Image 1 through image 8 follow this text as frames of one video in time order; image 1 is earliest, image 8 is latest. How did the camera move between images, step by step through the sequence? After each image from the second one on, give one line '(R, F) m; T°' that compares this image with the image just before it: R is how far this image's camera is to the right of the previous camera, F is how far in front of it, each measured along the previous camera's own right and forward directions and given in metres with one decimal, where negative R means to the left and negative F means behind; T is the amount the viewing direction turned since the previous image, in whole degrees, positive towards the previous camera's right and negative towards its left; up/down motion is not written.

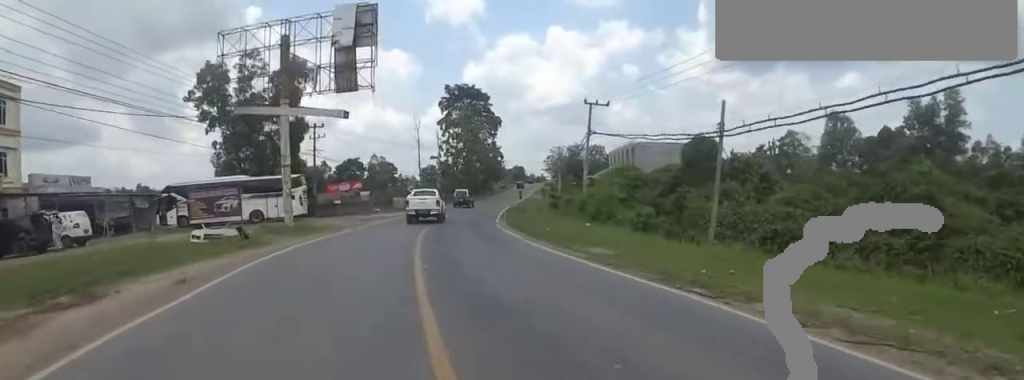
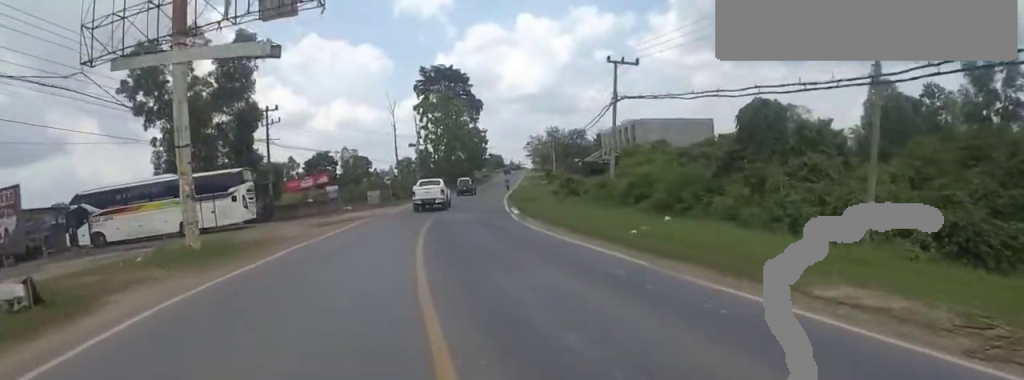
(+0.4, +7.7) m; +8°
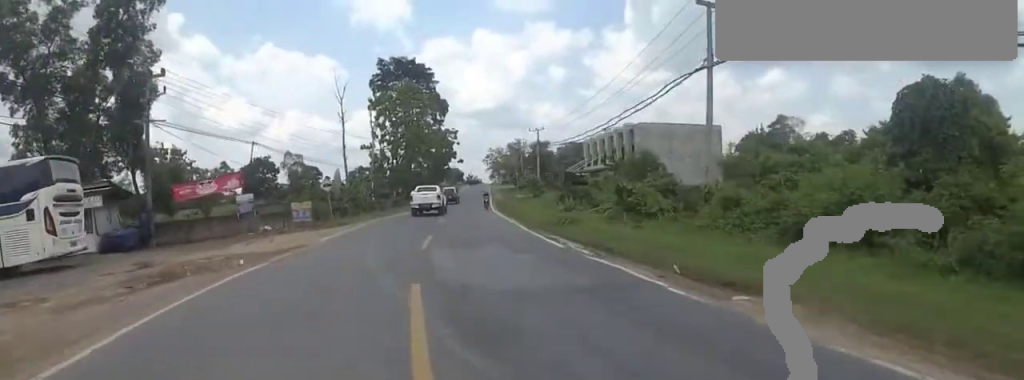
(+1.7, +13.0) m; +8°
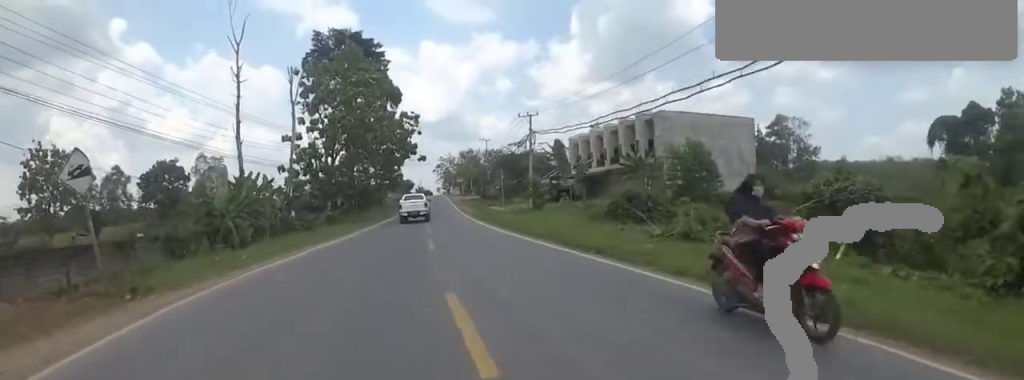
(-0.4, +18.6) m; -7°
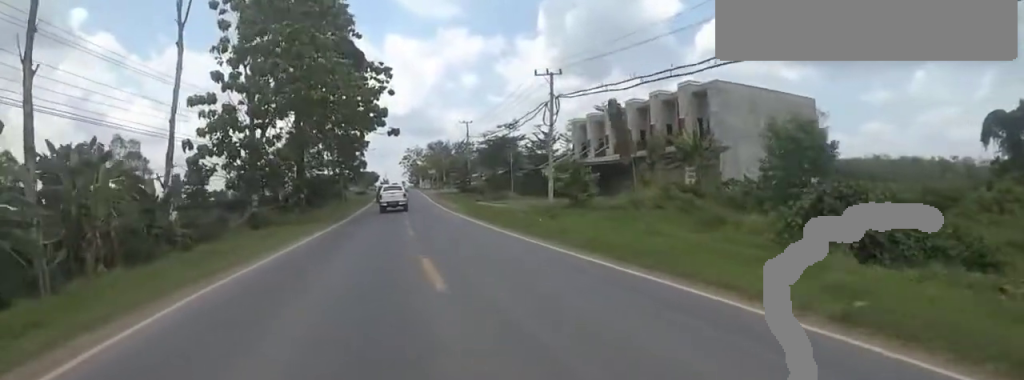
(-1.0, +15.1) m; -4°
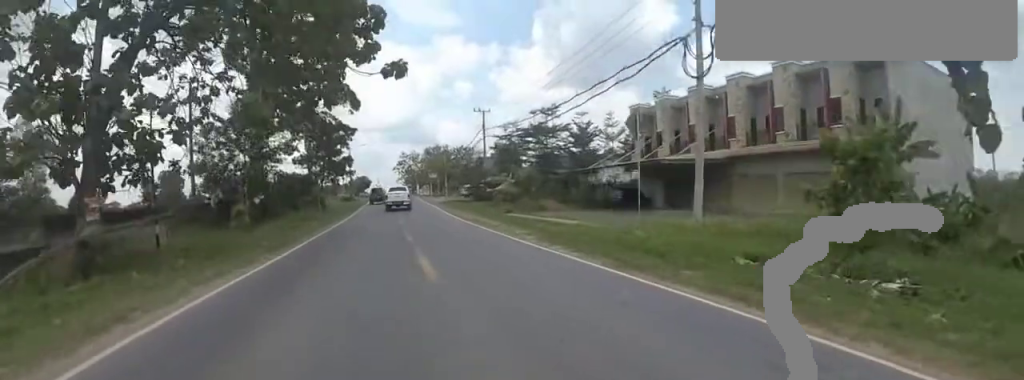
(0.0, +16.5) m; 0°
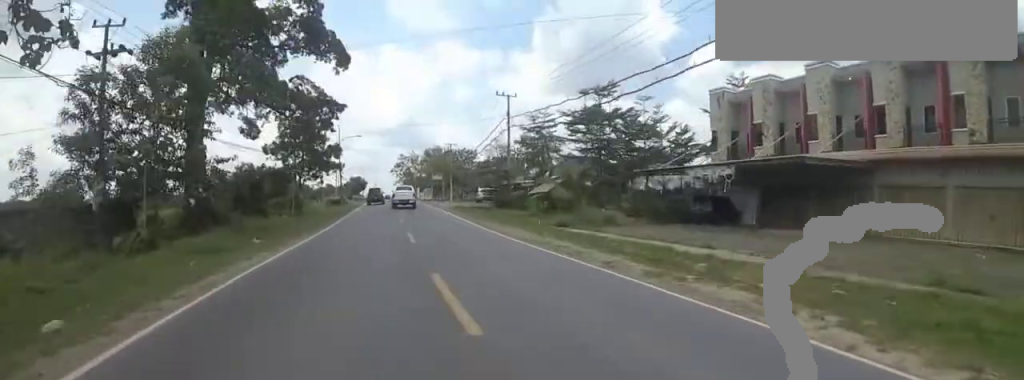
(-0.1, +11.7) m; +3°
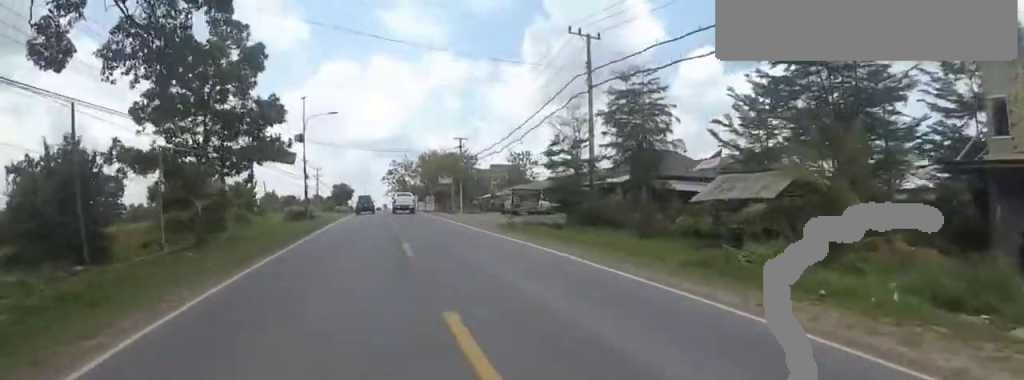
(+1.3, +19.4) m; +6°
